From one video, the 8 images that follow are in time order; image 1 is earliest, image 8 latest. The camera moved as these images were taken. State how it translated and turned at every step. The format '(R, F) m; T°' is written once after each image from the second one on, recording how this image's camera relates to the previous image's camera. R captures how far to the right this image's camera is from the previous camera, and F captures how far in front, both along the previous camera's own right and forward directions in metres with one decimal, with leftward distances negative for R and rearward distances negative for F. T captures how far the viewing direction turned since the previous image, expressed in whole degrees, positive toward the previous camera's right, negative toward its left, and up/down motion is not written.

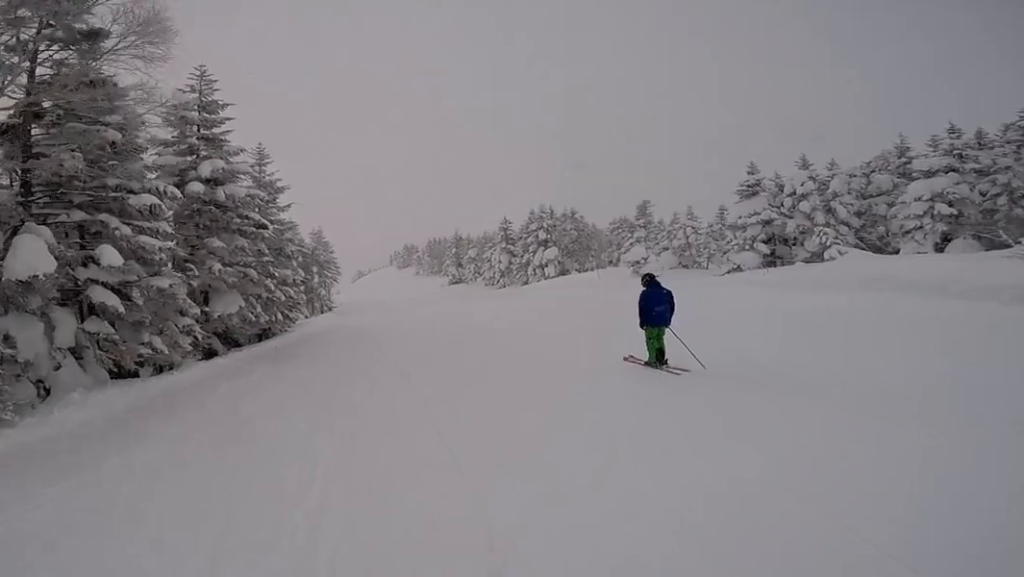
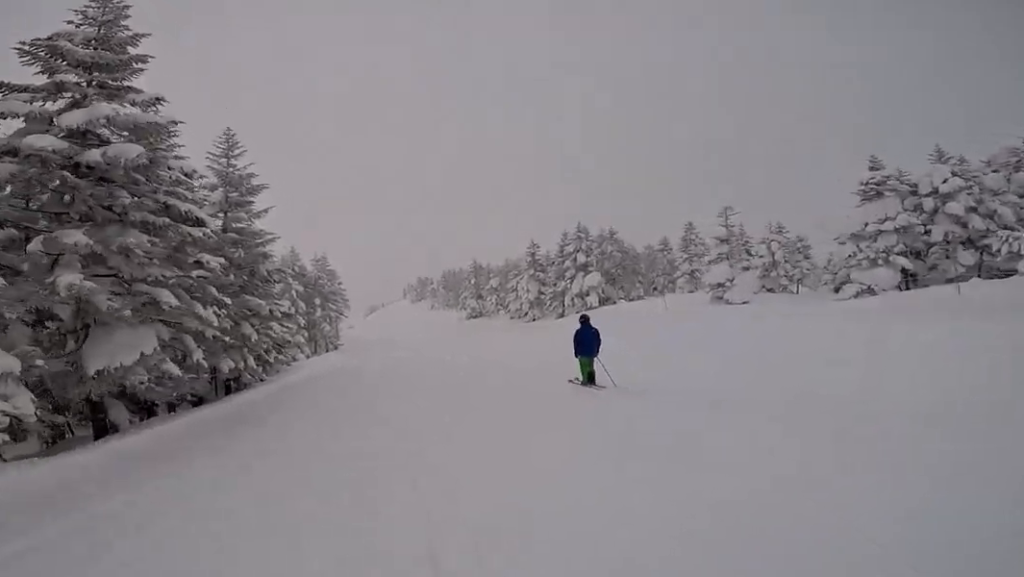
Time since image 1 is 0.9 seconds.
(0.0, +6.4) m; +1°
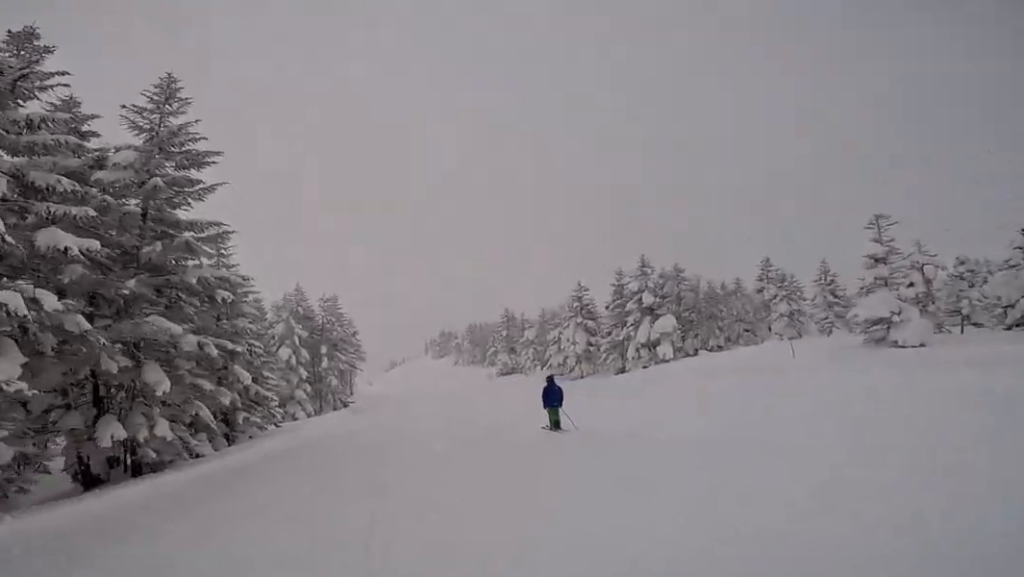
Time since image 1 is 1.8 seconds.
(+0.1, +7.1) m; +7°
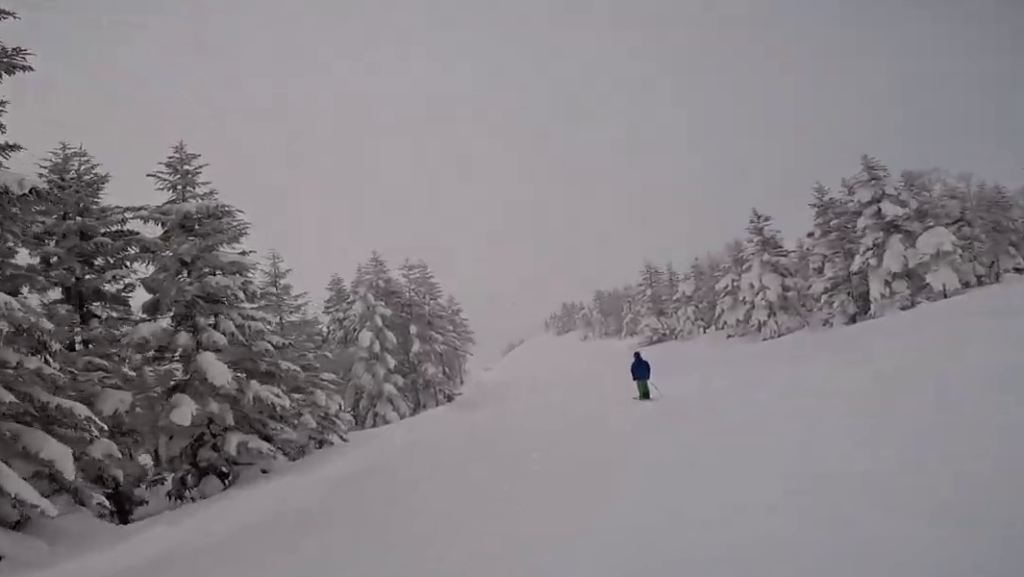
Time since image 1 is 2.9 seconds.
(+0.8, +8.5) m; 0°
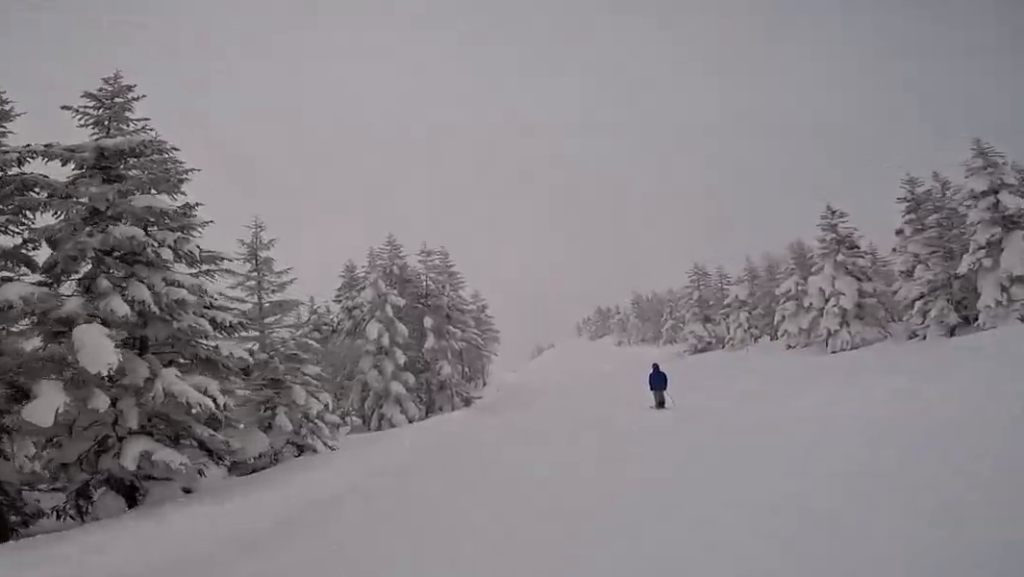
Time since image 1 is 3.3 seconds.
(-0.3, +3.1) m; -3°
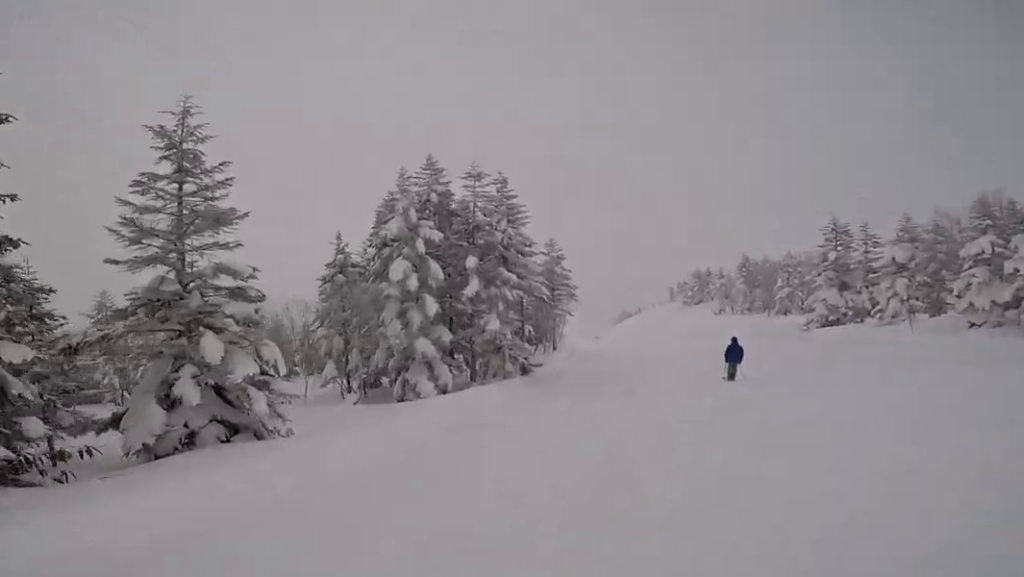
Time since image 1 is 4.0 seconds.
(-0.4, +5.6) m; -5°
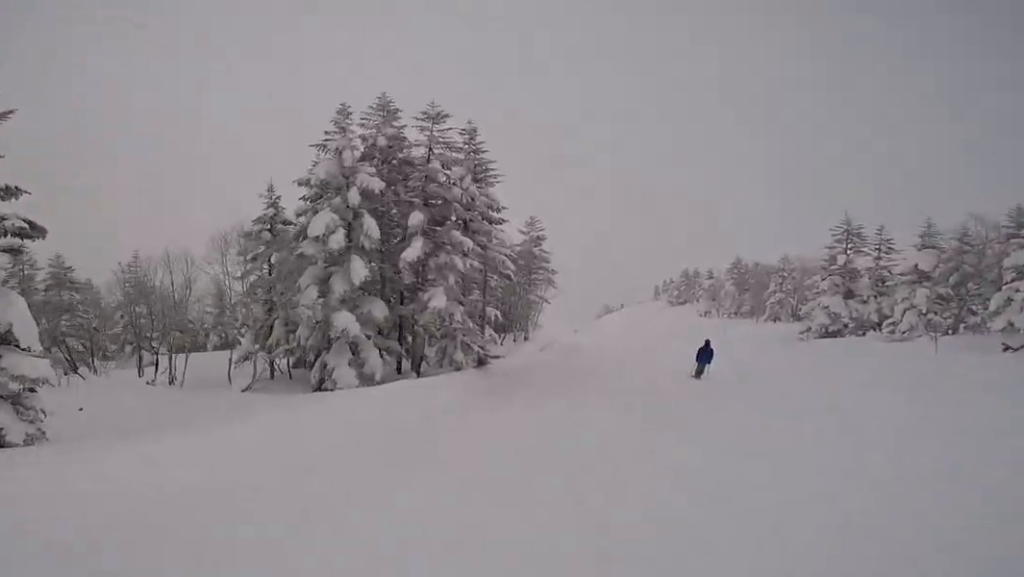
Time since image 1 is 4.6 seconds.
(0.0, +4.3) m; 0°
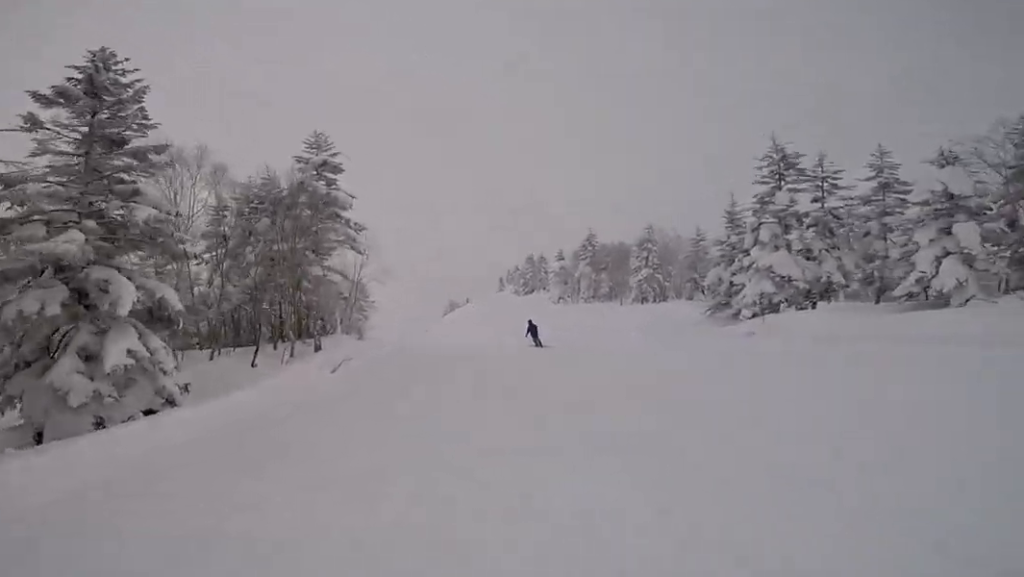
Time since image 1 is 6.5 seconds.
(0.0, +15.5) m; 0°
